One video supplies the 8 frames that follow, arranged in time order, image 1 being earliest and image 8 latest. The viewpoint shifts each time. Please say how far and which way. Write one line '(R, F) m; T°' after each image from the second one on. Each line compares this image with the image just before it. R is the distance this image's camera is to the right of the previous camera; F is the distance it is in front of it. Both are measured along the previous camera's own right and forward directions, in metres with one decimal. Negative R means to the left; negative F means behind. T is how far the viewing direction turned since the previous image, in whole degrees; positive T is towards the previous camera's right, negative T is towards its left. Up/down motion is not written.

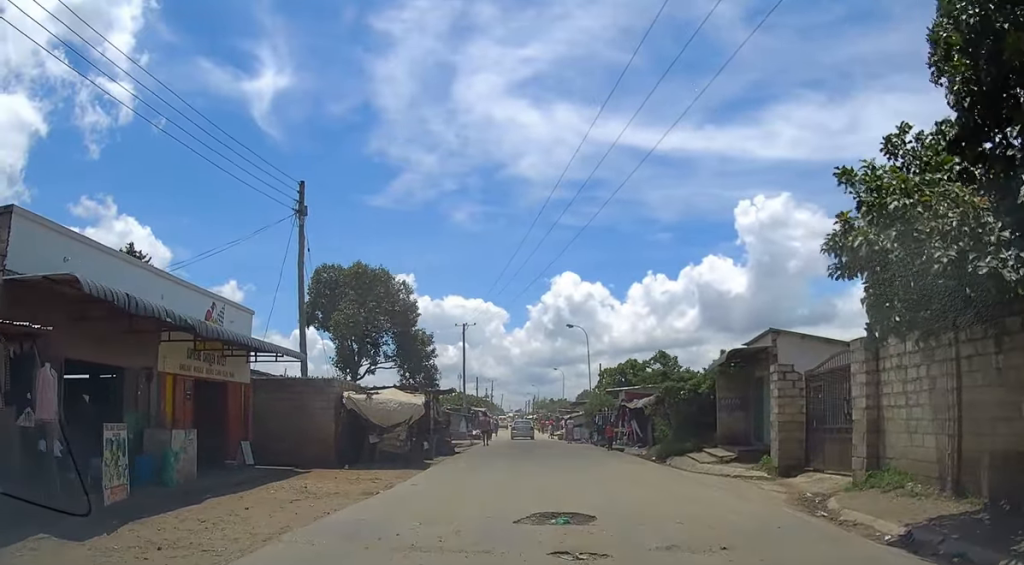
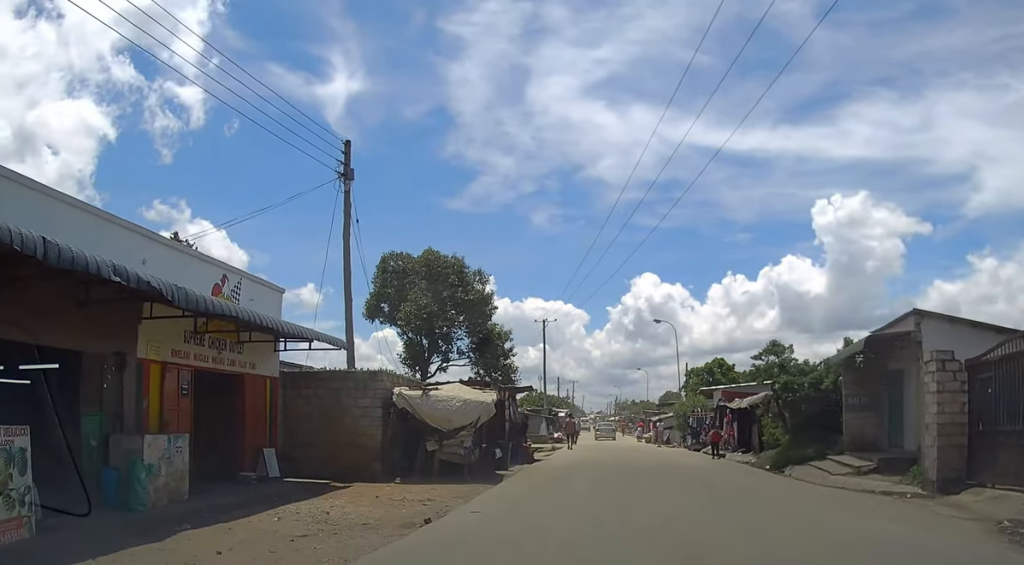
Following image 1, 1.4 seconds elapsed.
(0.0, +4.2) m; -5°
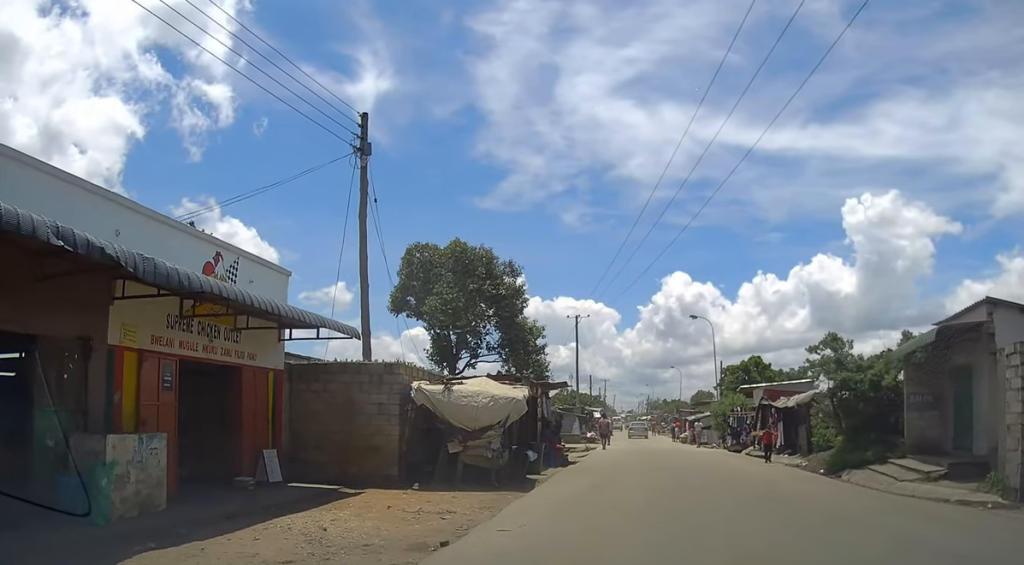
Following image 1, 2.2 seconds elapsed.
(-0.1, +1.9) m; -4°
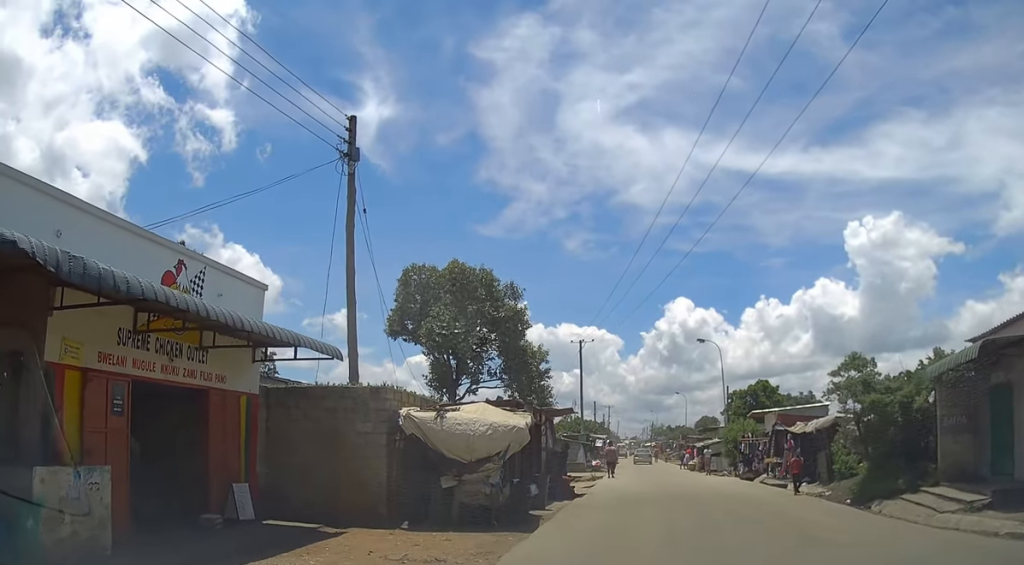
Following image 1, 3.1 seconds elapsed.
(-0.1, +2.0) m; -1°
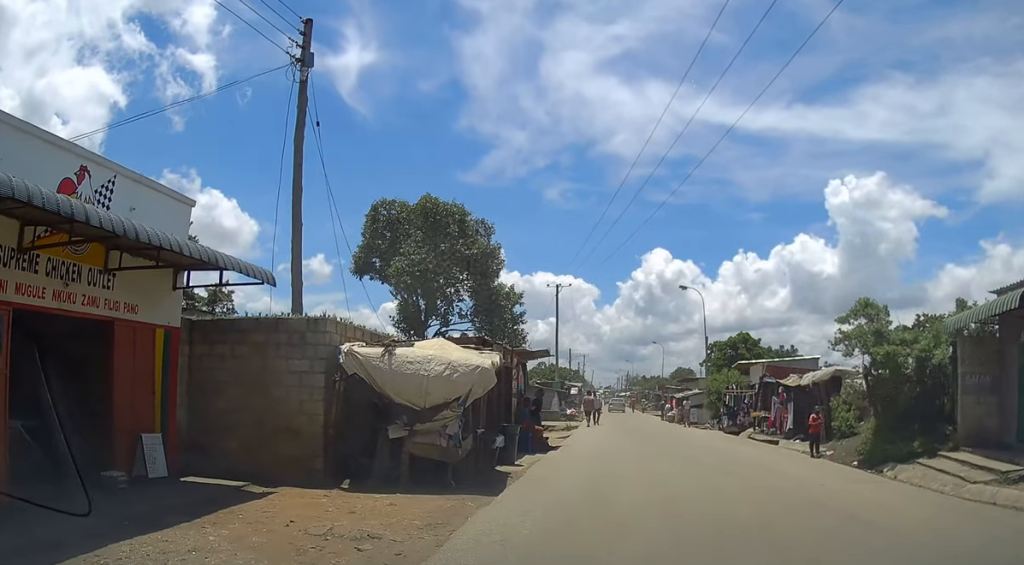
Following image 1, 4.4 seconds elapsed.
(+0.1, +2.1) m; +6°
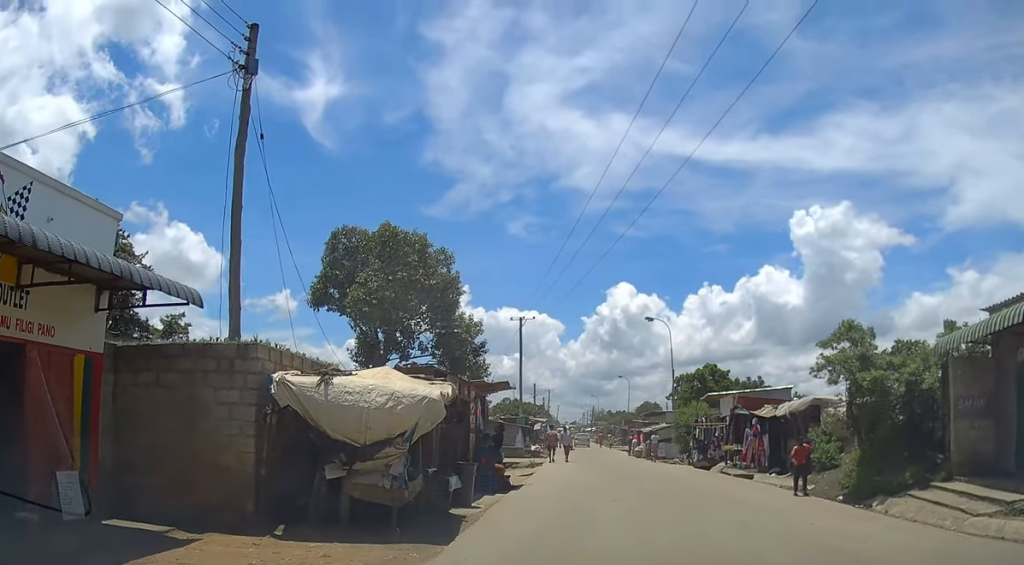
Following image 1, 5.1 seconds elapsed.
(0.0, +1.3) m; +2°
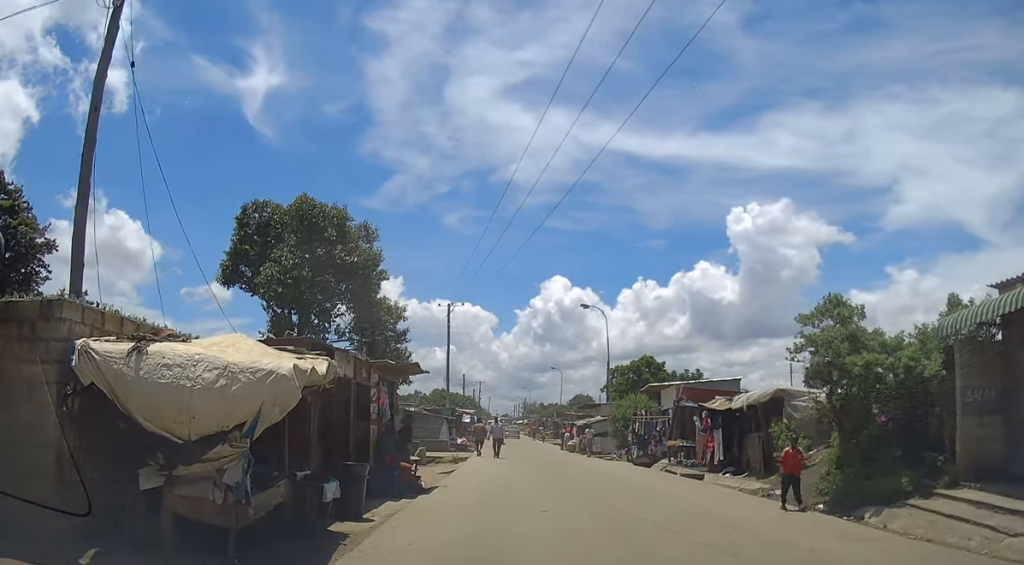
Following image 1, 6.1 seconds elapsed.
(0.0, +2.3) m; +4°
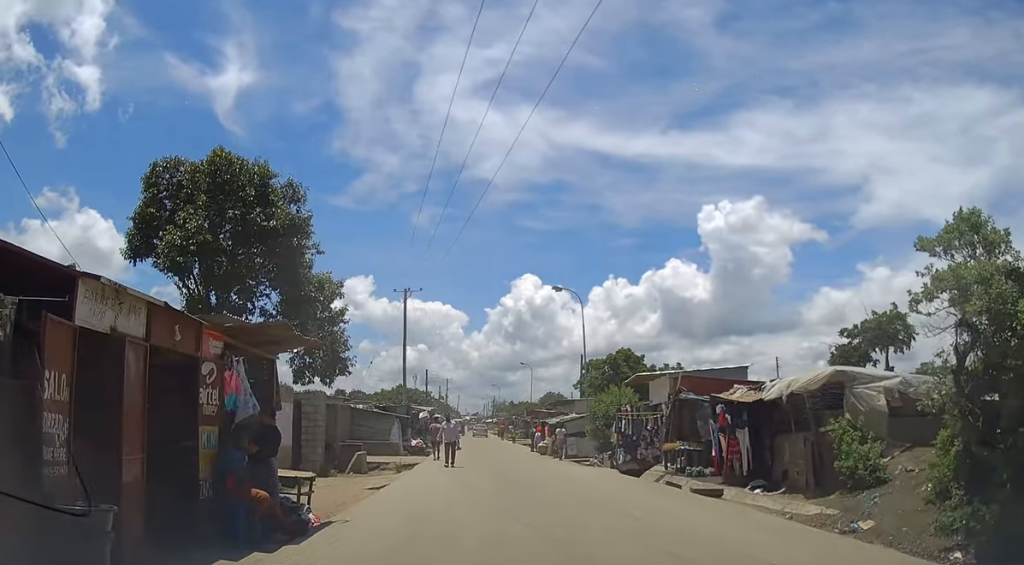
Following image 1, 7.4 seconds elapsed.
(+0.3, +4.9) m; +3°
